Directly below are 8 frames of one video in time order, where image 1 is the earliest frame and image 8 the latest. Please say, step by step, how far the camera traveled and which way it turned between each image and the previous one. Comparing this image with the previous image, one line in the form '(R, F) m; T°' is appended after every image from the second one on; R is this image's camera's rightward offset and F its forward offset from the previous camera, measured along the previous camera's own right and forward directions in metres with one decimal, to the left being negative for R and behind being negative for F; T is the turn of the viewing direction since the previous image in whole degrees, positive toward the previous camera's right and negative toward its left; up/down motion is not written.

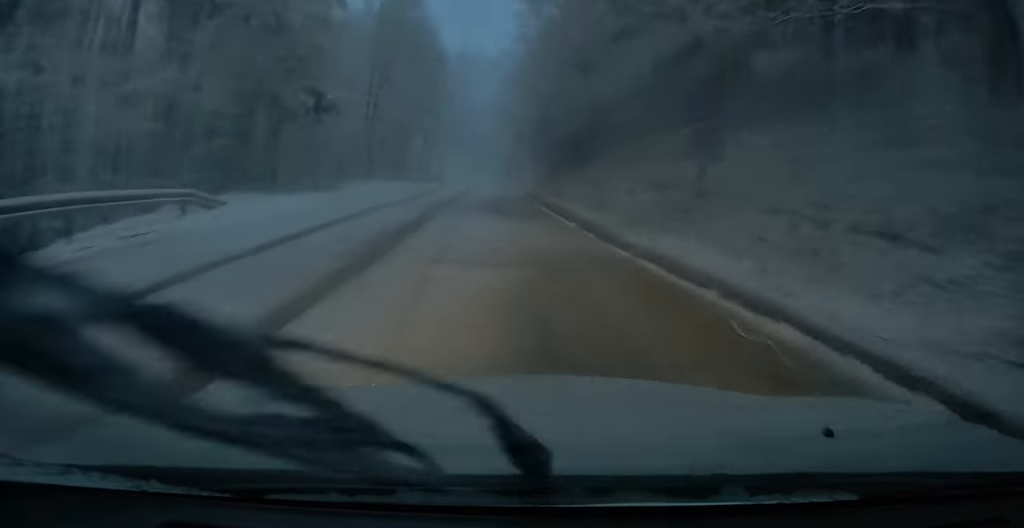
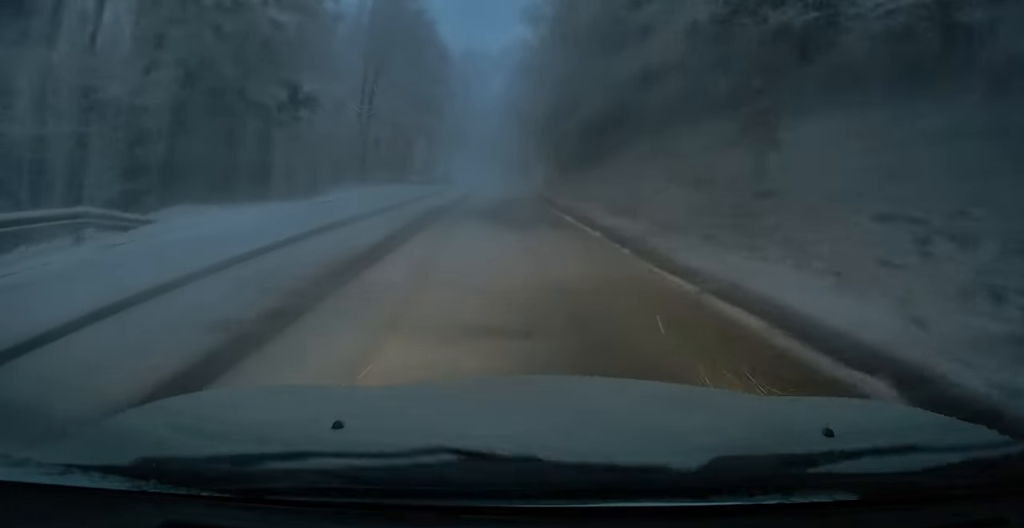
(-0.2, +3.4) m; -1°
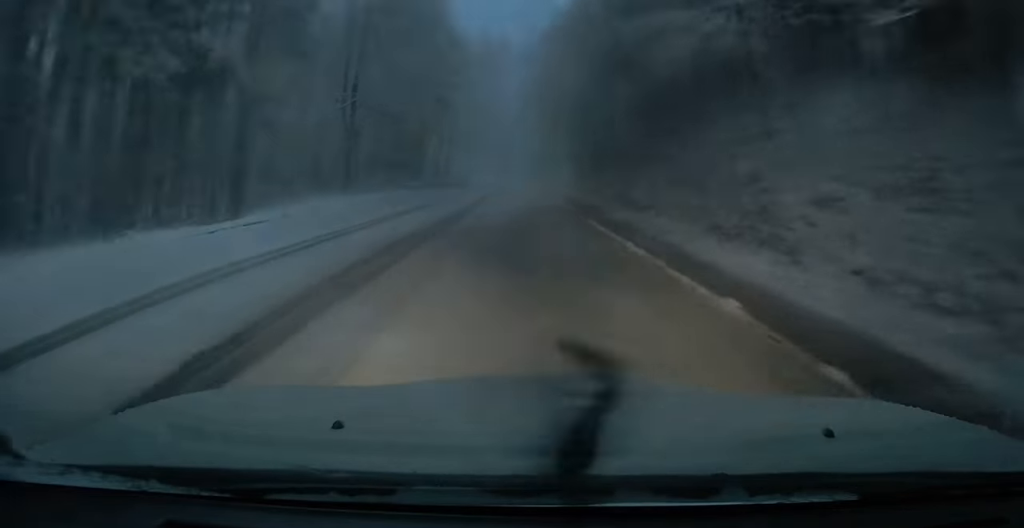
(-0.2, +7.3) m; -2°
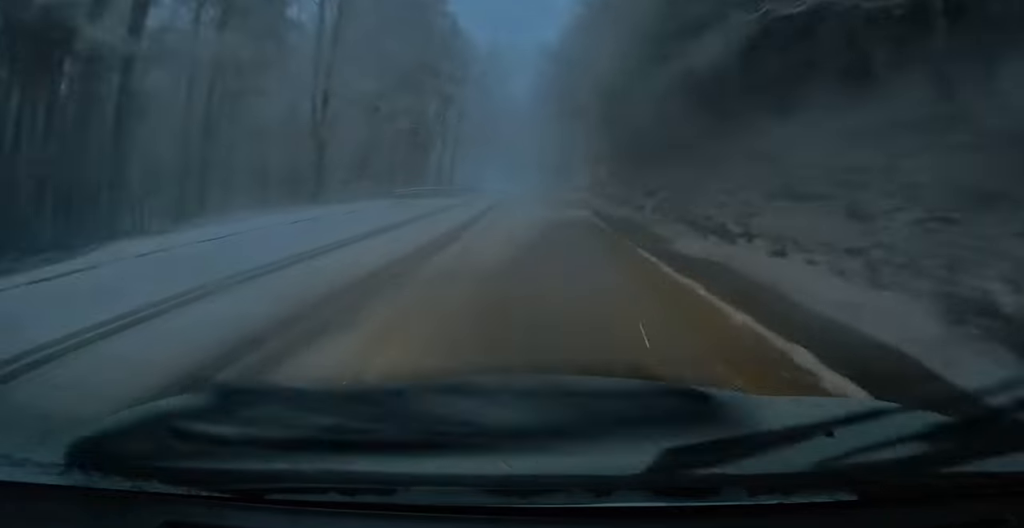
(0.0, +5.8) m; 0°
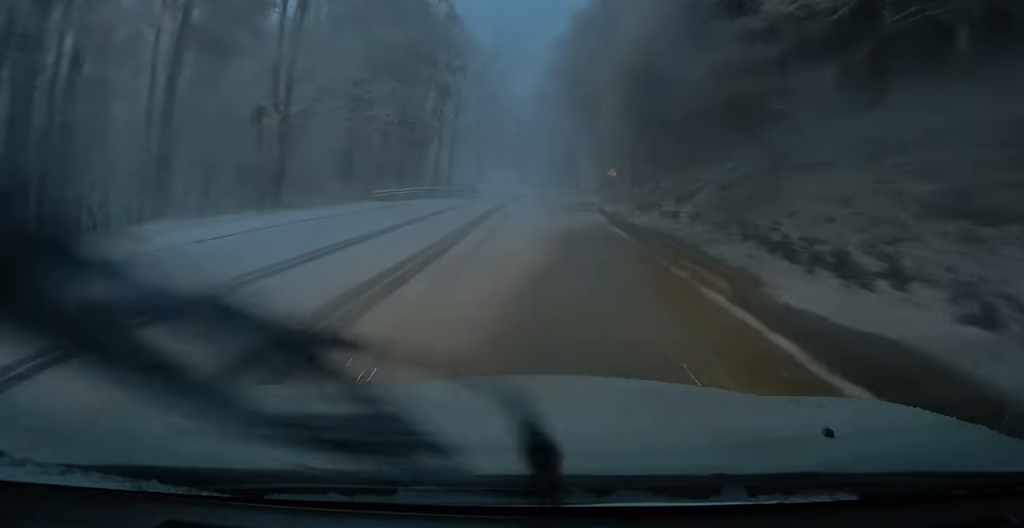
(0.0, +3.6) m; 0°
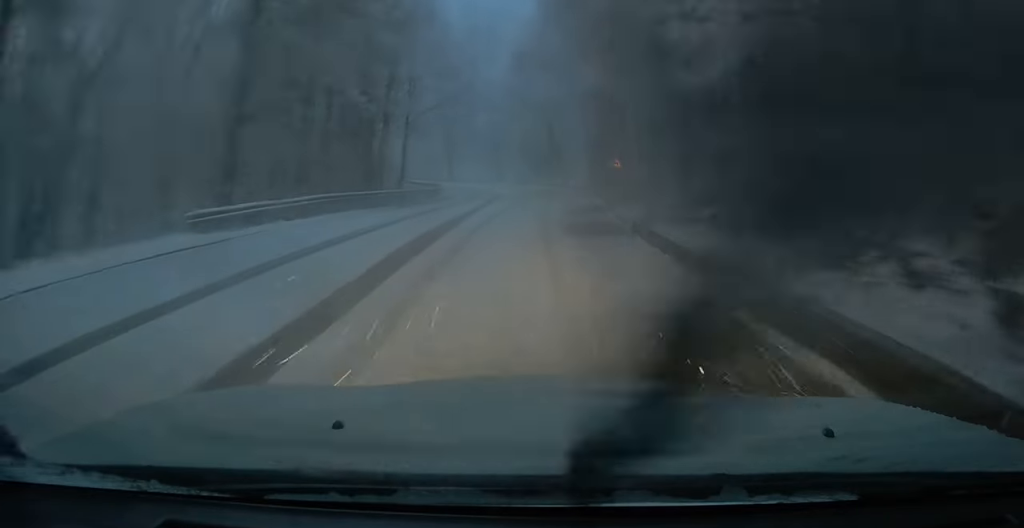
(+0.1, +10.7) m; +2°
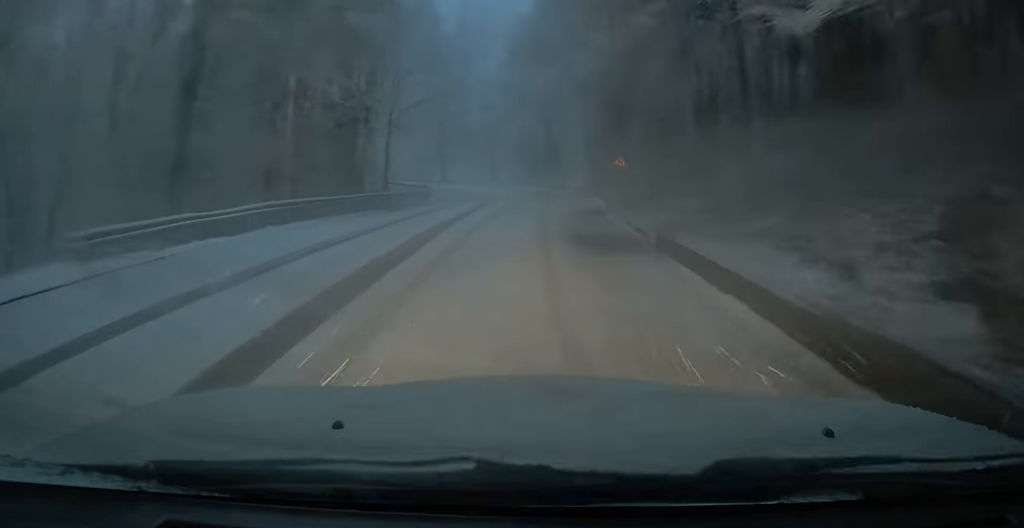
(+0.1, +3.1) m; 0°
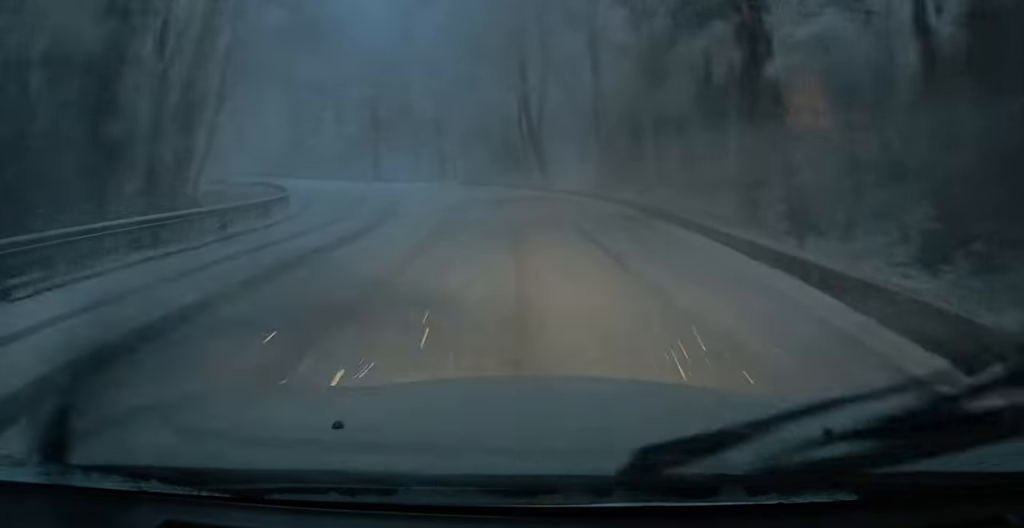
(+1.4, +21.2) m; 0°
